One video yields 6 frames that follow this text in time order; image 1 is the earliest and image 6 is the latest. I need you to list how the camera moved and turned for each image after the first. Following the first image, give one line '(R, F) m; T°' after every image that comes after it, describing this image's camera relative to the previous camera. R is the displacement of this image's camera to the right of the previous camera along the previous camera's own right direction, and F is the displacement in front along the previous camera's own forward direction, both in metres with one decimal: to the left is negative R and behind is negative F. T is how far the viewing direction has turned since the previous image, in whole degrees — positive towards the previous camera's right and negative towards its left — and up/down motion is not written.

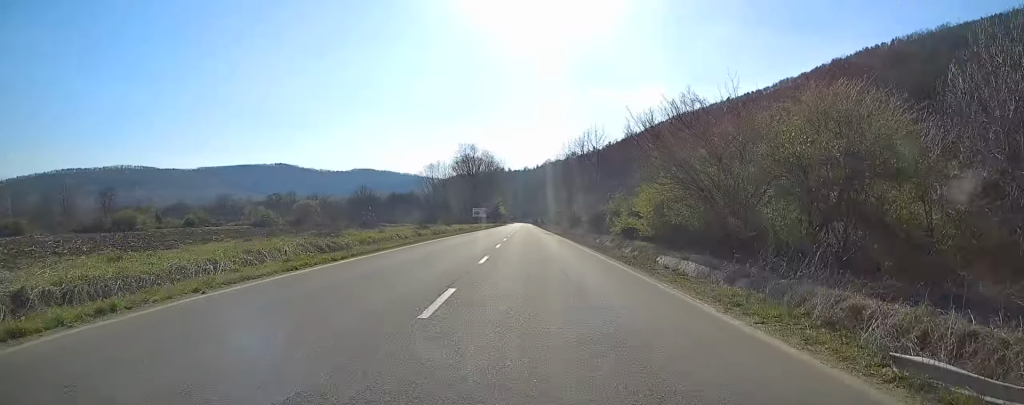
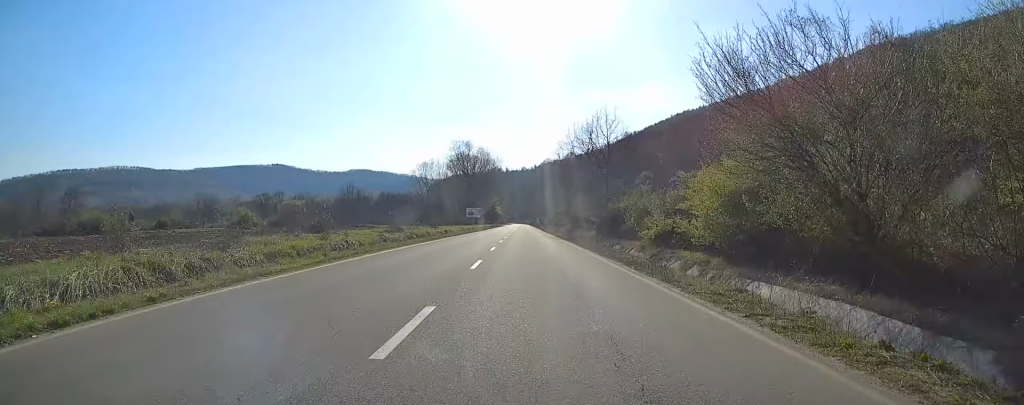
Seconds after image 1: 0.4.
(0.0, +10.9) m; 0°
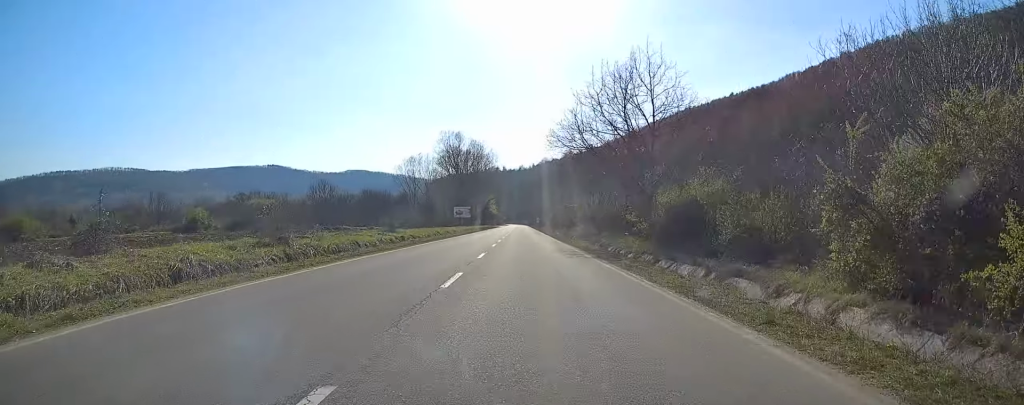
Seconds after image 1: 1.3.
(0.0, +21.9) m; 0°
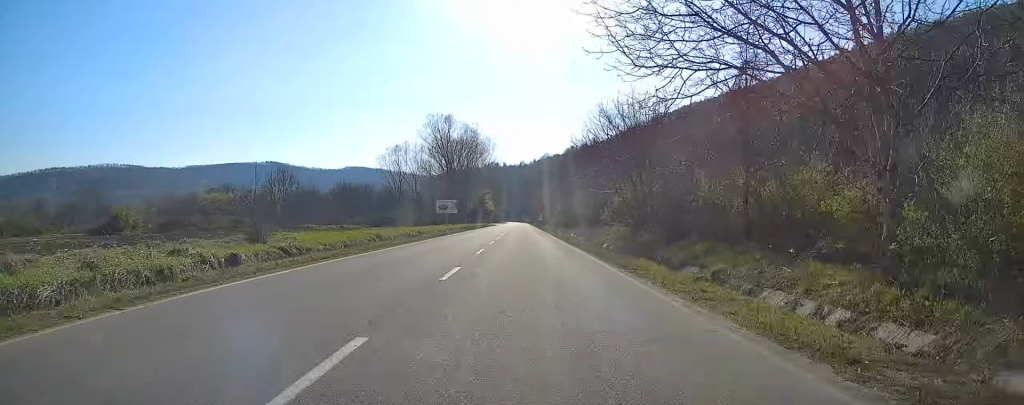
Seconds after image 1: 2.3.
(-0.2, +25.3) m; 0°
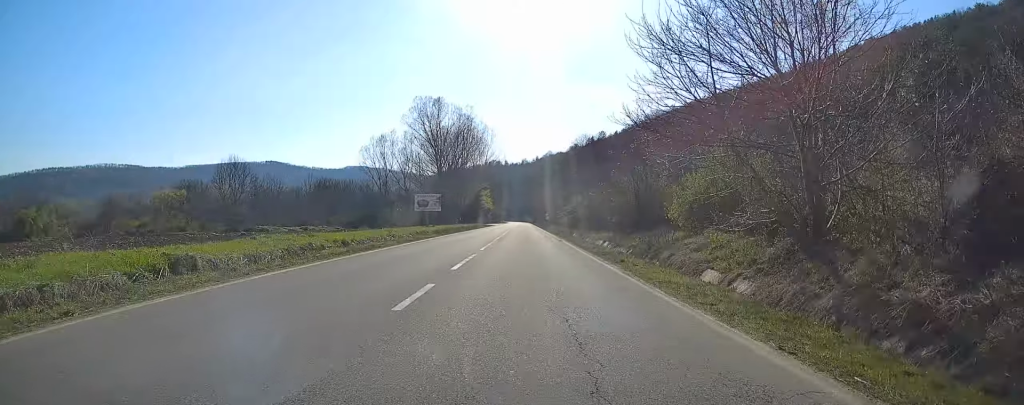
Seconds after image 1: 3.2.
(+0.3, +21.9) m; +1°
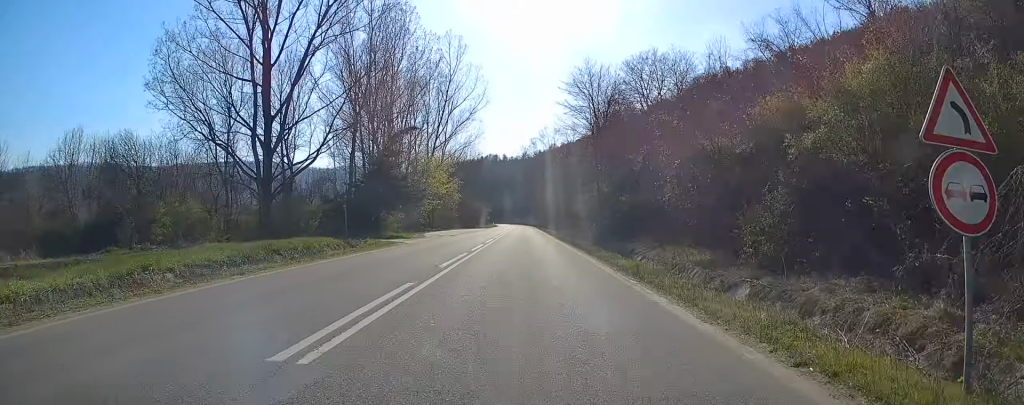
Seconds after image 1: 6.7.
(-1.0, +89.4) m; 0°
